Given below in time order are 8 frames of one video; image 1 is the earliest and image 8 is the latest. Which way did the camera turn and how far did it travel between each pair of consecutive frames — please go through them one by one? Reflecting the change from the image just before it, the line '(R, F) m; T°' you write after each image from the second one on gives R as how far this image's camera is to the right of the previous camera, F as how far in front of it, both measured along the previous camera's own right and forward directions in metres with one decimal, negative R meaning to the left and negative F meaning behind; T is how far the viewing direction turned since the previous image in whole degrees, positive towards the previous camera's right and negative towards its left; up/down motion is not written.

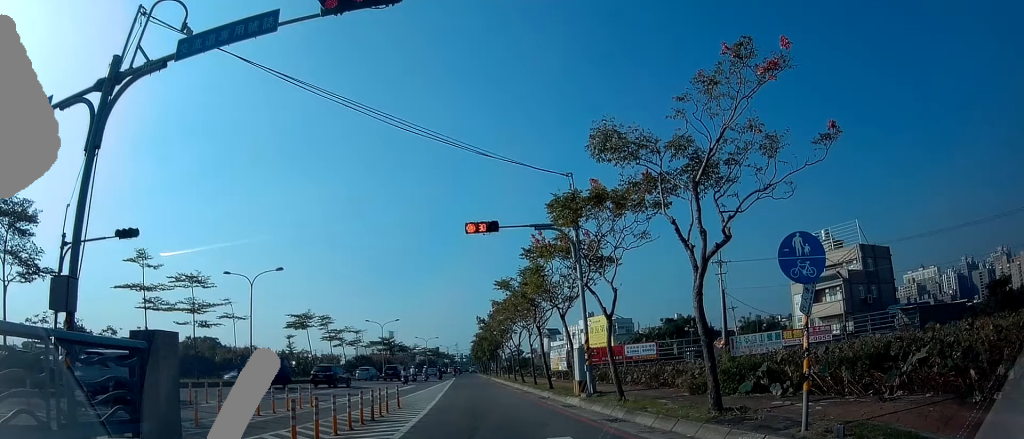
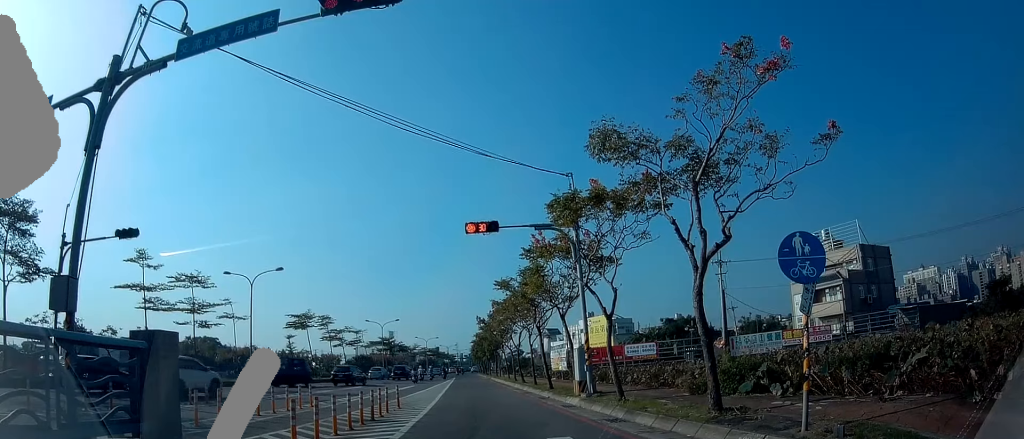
(0.0, 0.0) m; 0°
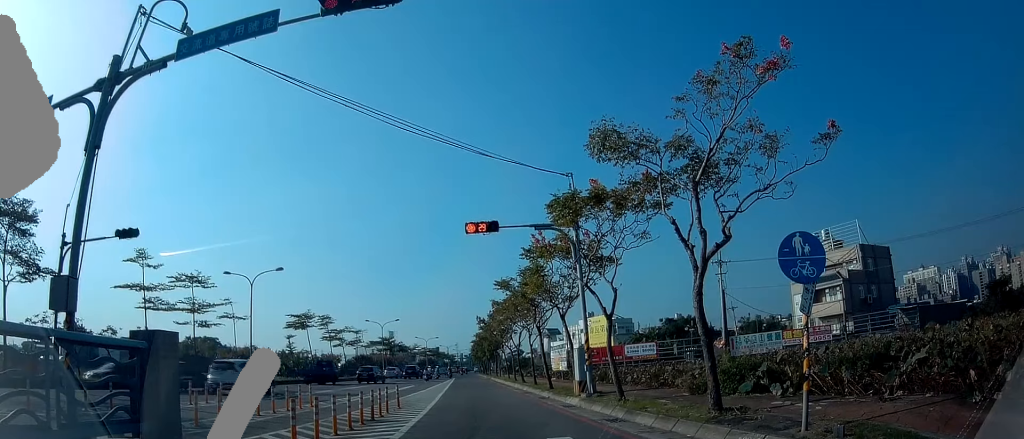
(0.0, 0.0) m; 0°
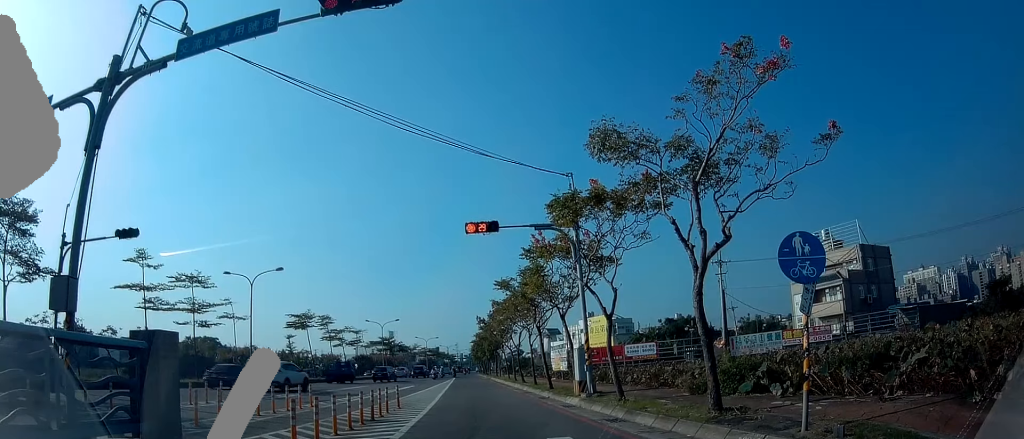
(0.0, 0.0) m; 0°
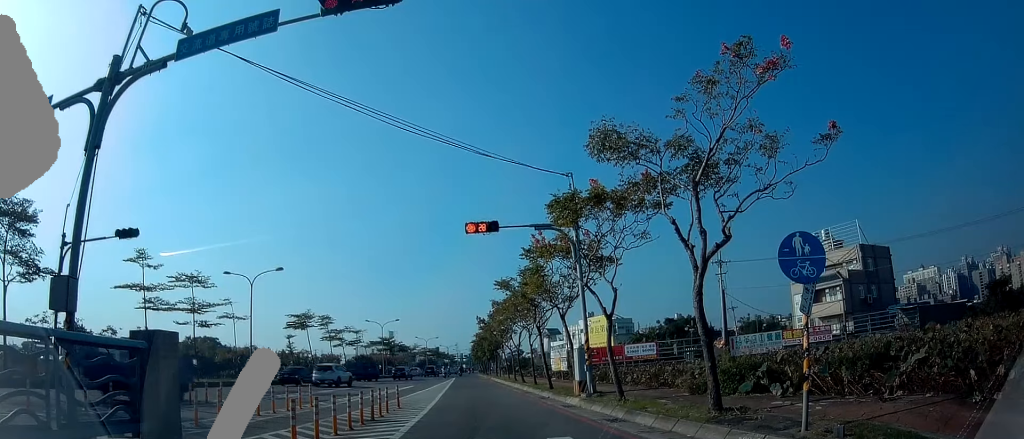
(0.0, 0.0) m; 0°
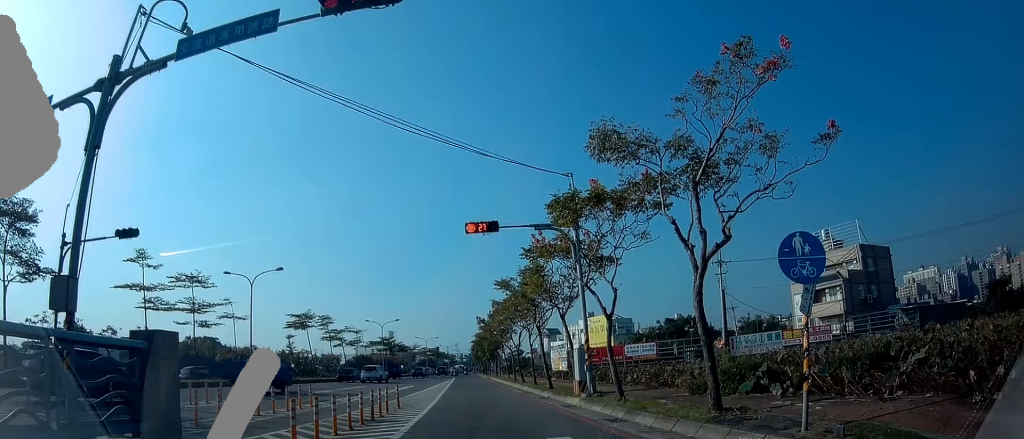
(0.0, 0.0) m; 0°
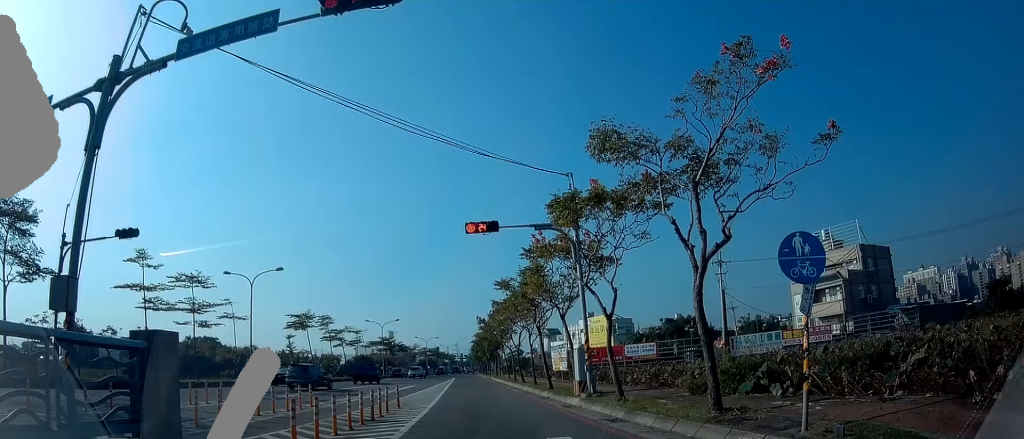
(0.0, 0.0) m; 0°
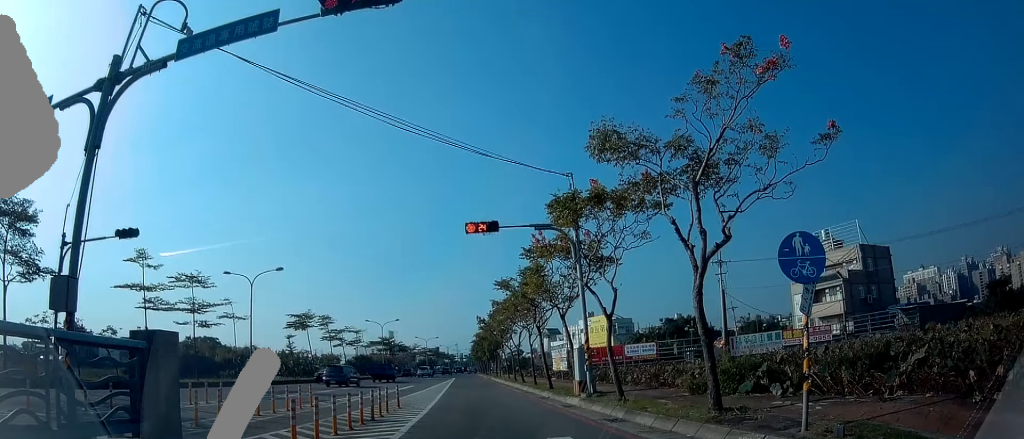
(0.0, 0.0) m; 0°
